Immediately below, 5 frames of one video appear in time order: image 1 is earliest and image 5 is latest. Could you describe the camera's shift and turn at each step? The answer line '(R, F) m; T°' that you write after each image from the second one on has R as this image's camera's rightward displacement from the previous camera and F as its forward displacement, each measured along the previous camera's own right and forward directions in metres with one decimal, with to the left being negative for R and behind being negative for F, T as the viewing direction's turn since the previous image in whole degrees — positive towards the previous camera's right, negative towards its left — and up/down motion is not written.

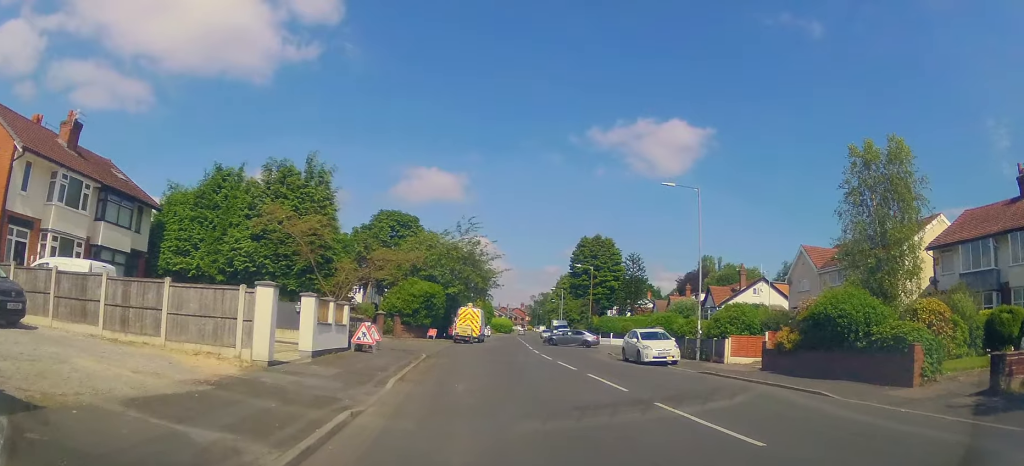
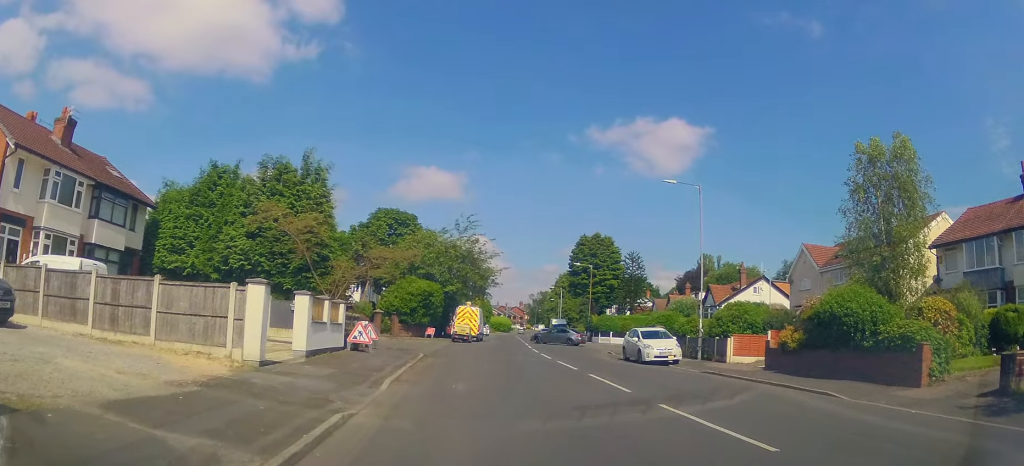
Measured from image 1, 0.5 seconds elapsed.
(0.0, +0.3) m; 0°
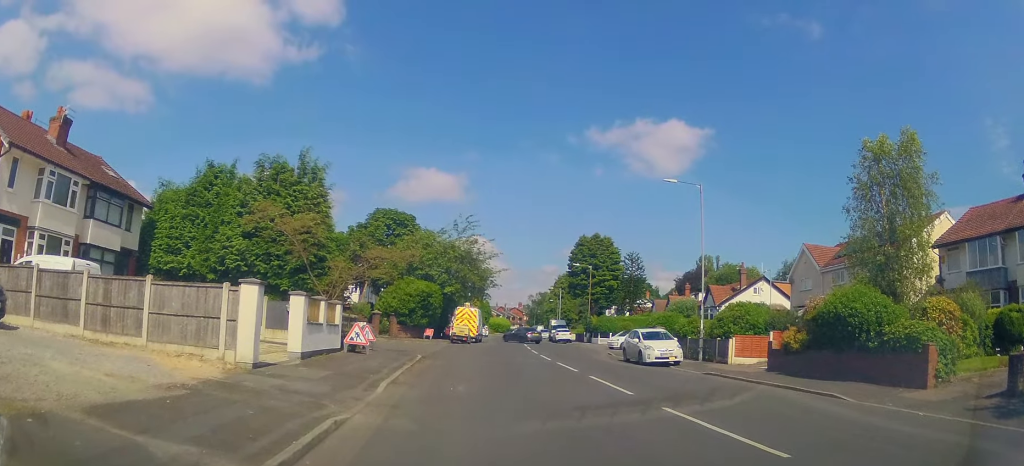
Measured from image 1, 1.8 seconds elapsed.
(+0.1, +0.4) m; 0°
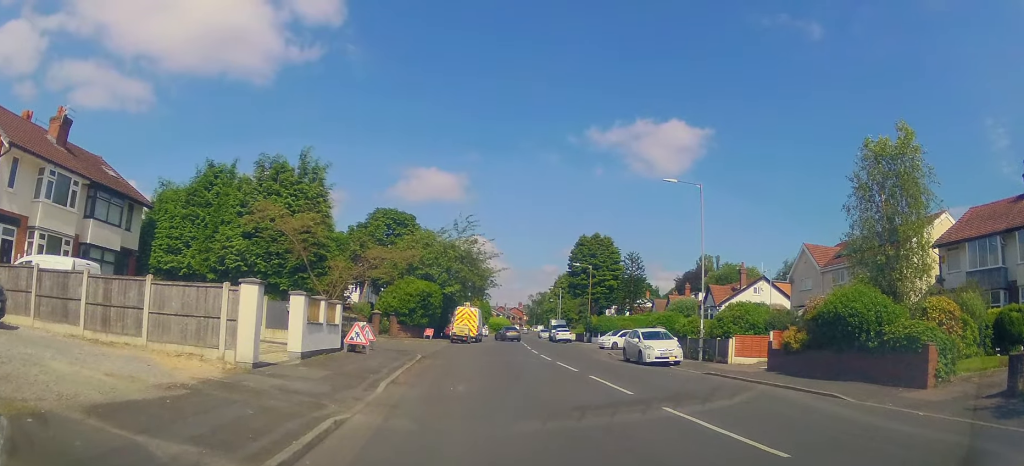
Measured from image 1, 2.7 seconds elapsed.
(0.0, 0.0) m; 0°
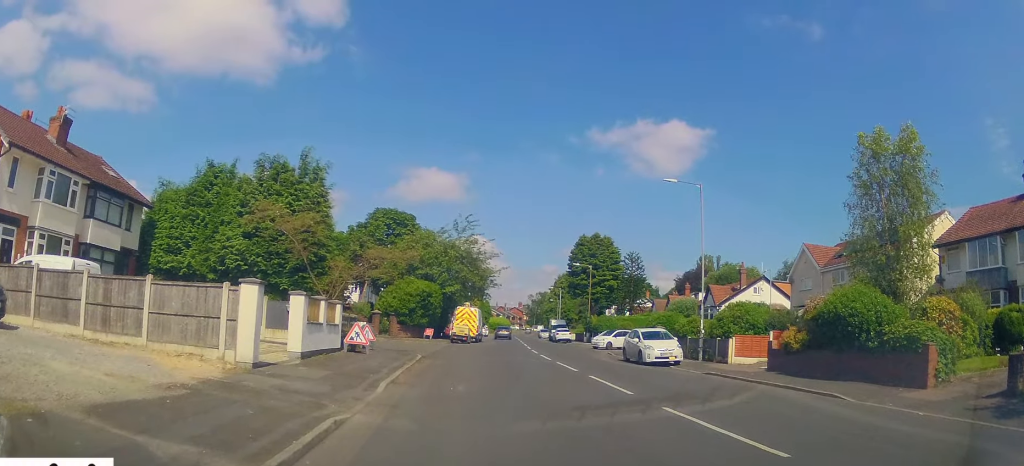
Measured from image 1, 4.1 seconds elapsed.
(0.0, +0.2) m; 0°
